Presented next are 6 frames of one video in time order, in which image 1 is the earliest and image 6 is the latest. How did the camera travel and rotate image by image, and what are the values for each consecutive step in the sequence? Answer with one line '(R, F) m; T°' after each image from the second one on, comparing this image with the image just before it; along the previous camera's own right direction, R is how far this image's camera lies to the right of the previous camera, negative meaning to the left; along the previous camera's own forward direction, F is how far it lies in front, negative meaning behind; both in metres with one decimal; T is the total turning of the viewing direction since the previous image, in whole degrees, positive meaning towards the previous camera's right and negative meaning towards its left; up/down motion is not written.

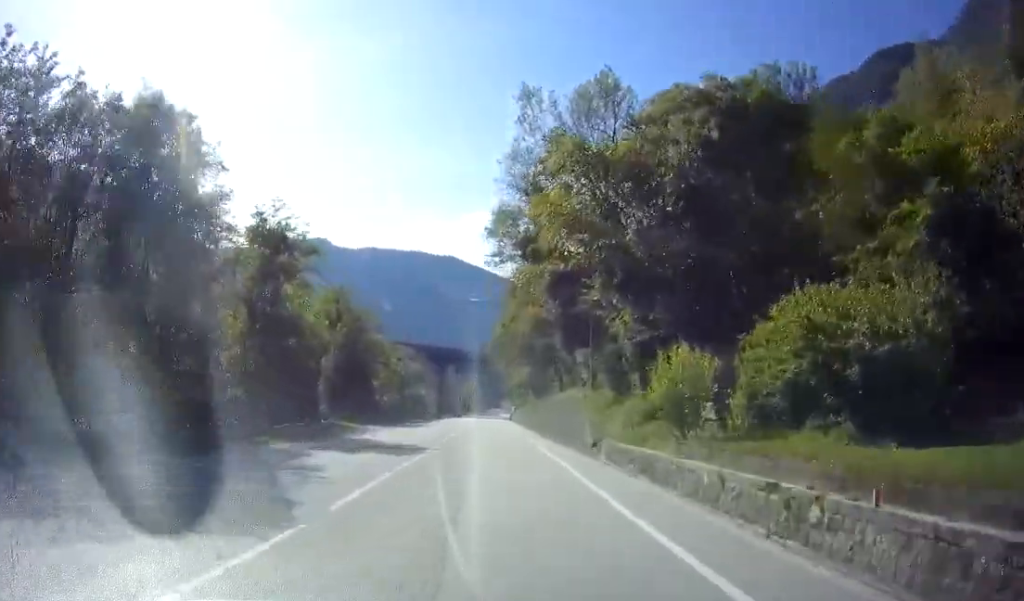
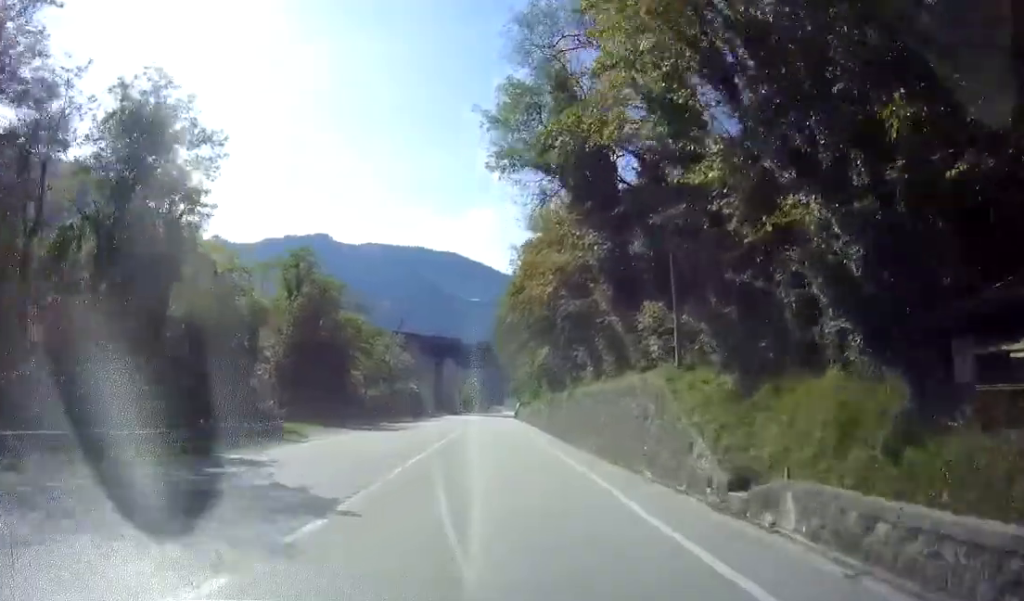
(0.0, +13.8) m; 0°
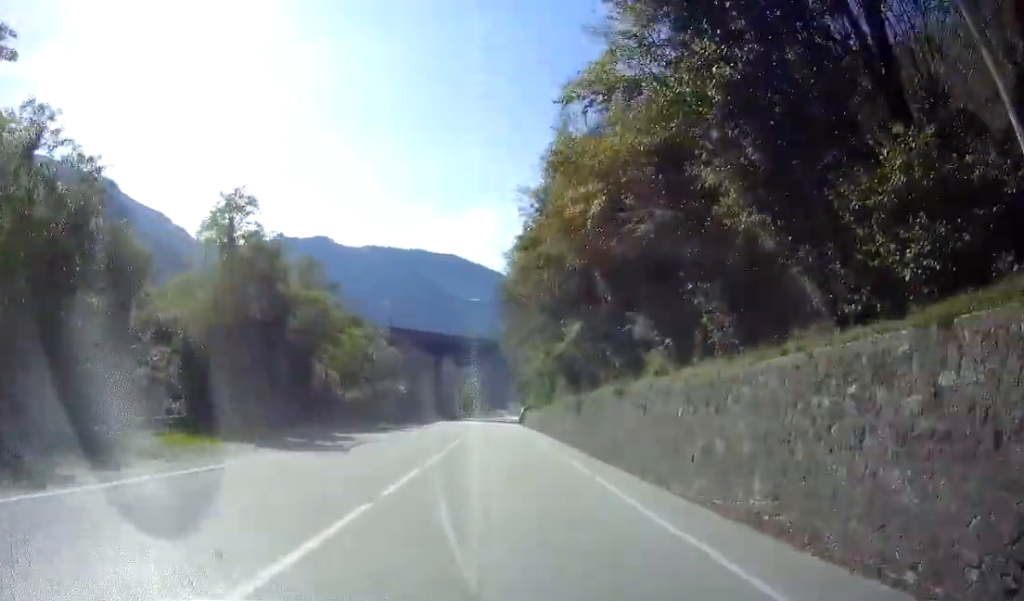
(0.0, +13.0) m; +1°
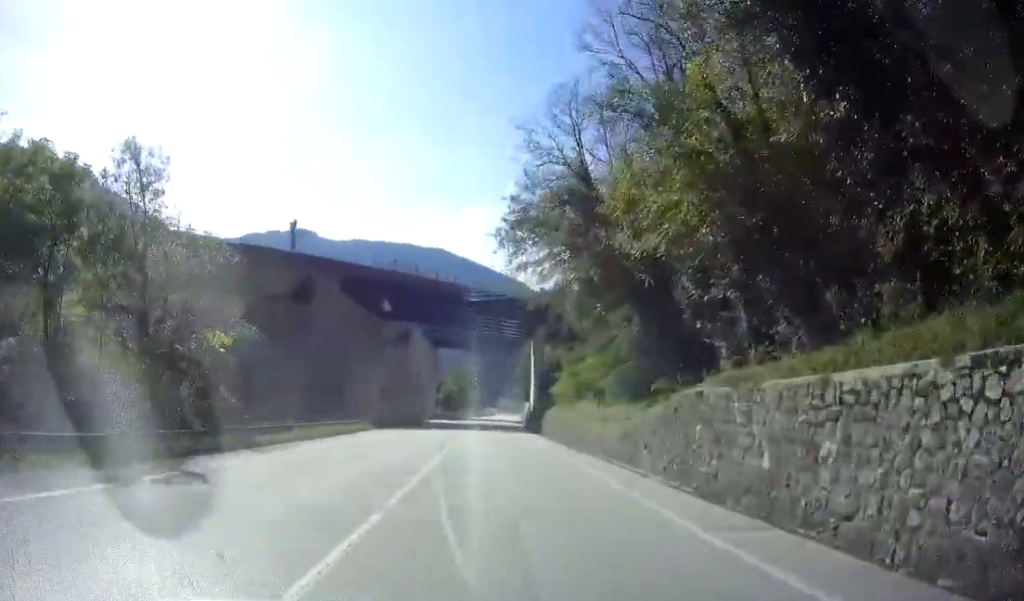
(+3.4, +47.0) m; 0°
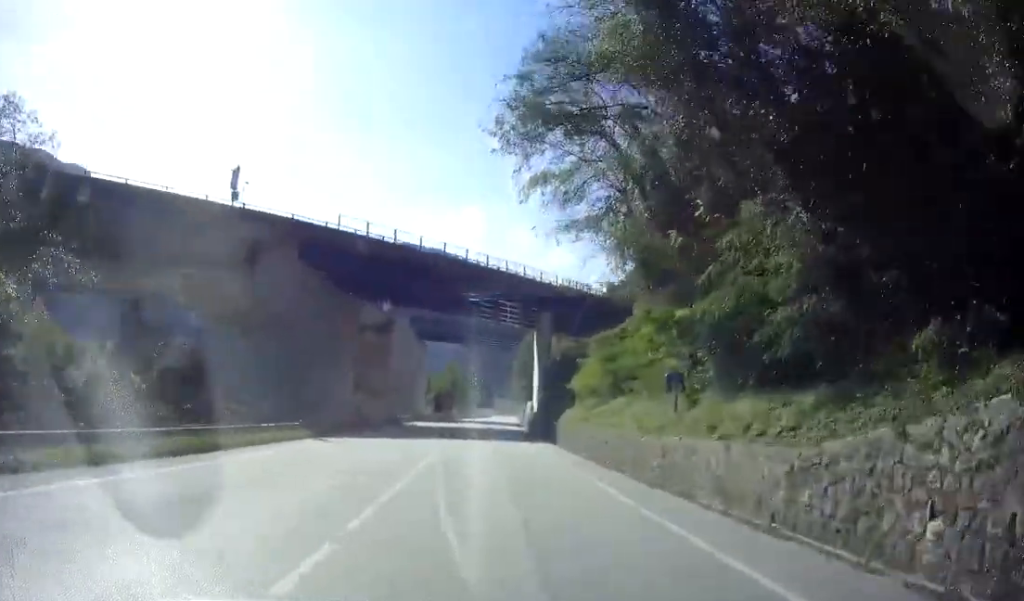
(-1.9, +13.3) m; -3°
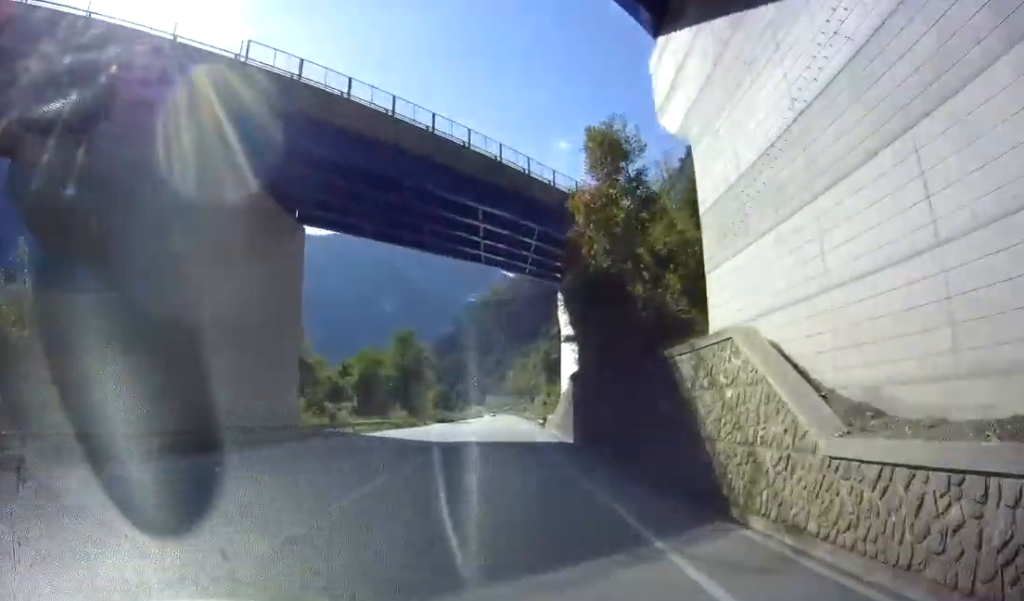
(+2.5, +69.5) m; +4°
